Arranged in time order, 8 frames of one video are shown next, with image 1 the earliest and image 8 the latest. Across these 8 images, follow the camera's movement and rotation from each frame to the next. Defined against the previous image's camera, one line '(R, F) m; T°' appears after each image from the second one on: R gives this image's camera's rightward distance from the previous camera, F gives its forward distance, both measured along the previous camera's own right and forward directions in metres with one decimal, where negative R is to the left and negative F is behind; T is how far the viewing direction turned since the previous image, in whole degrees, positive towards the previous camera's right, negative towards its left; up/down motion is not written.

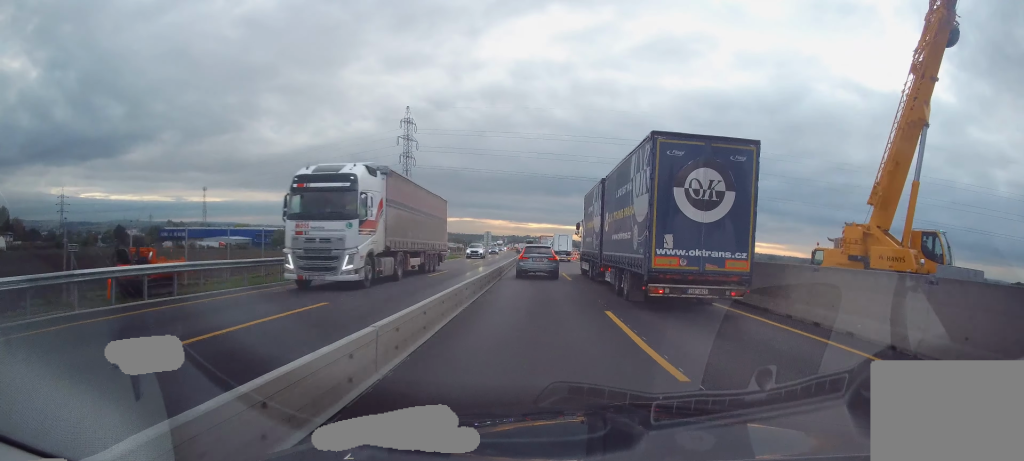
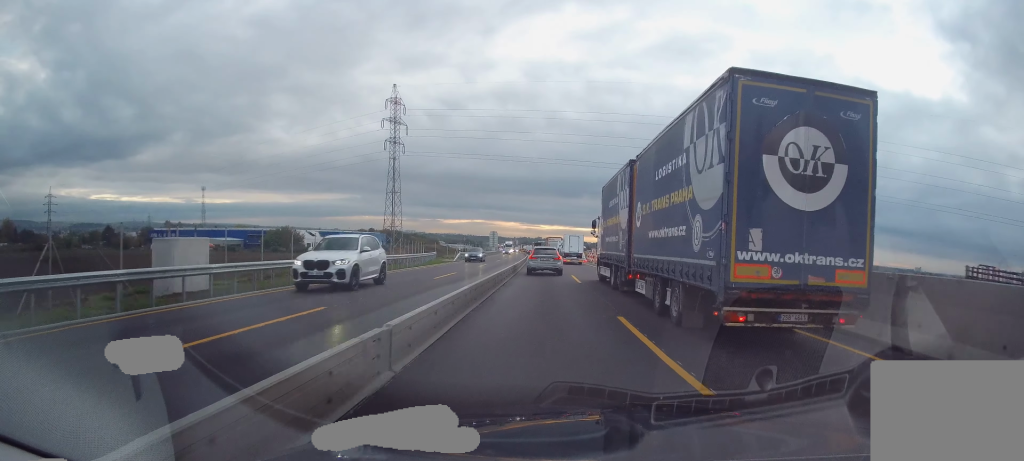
(-0.7, +18.6) m; -2°
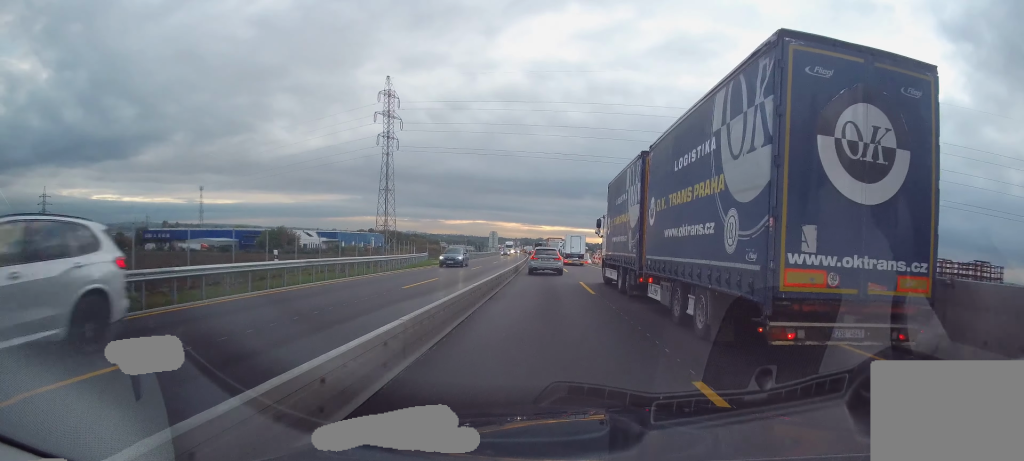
(0.0, +5.7) m; 0°
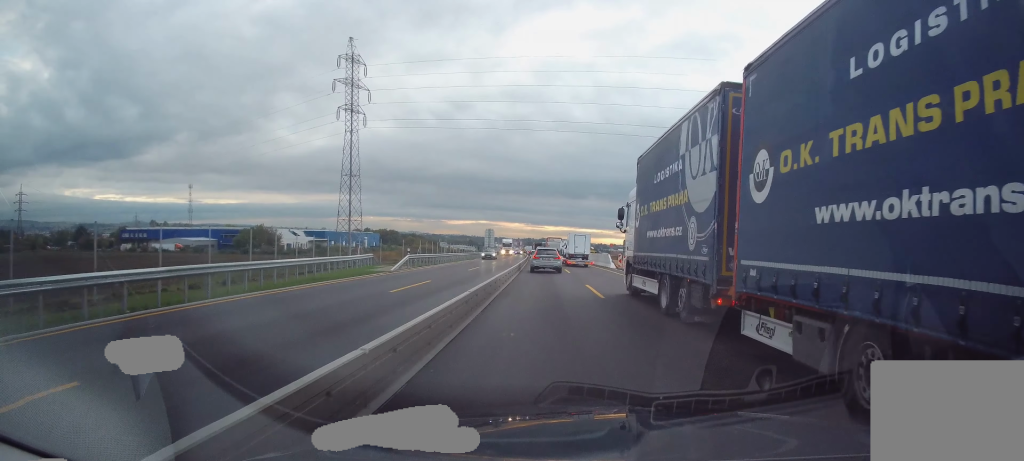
(+0.1, +19.8) m; 0°
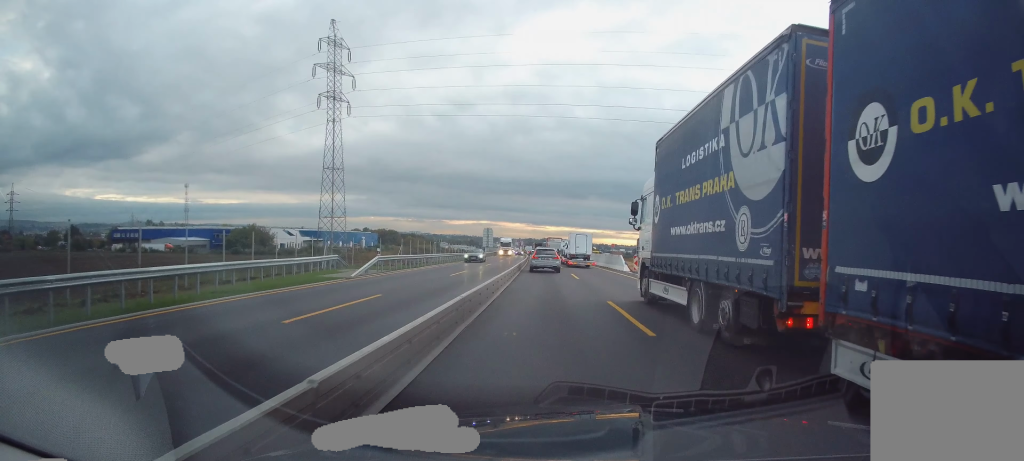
(0.0, +6.7) m; 0°
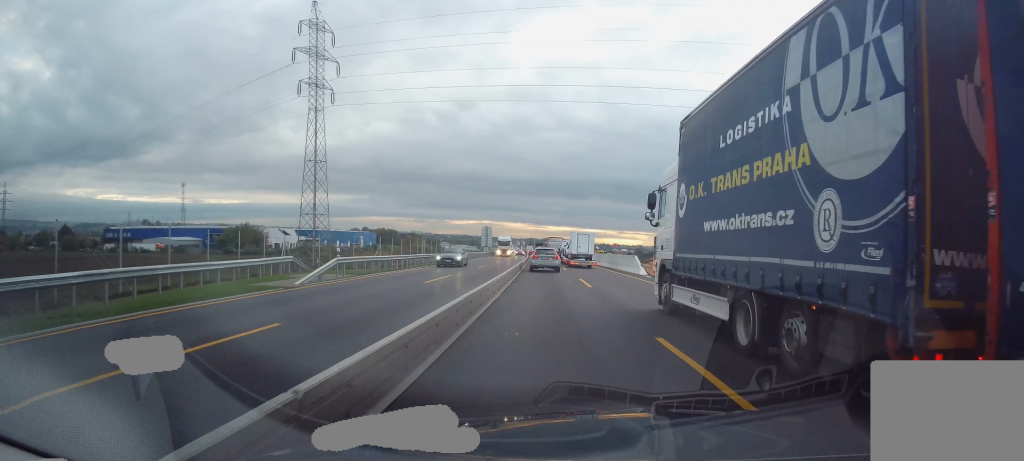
(+0.2, +6.3) m; +1°
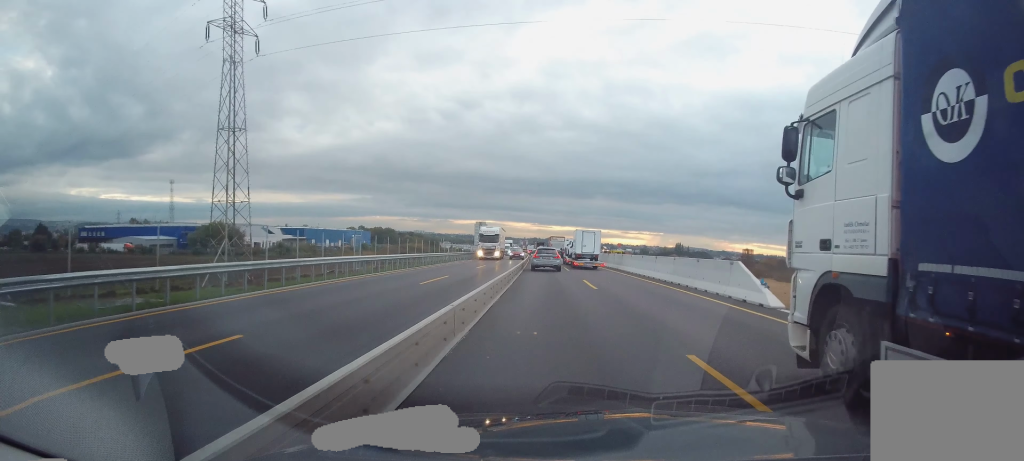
(+0.1, +19.6) m; -1°
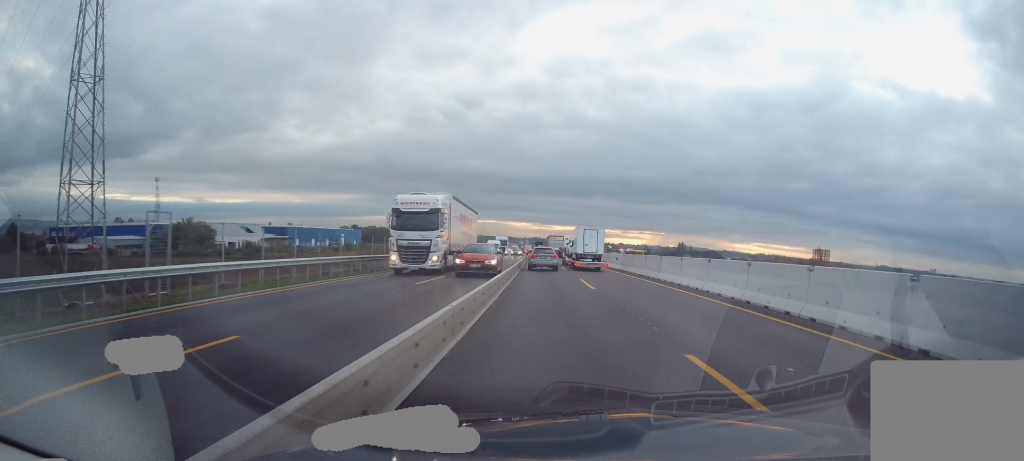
(-0.5, +17.7) m; -2°
